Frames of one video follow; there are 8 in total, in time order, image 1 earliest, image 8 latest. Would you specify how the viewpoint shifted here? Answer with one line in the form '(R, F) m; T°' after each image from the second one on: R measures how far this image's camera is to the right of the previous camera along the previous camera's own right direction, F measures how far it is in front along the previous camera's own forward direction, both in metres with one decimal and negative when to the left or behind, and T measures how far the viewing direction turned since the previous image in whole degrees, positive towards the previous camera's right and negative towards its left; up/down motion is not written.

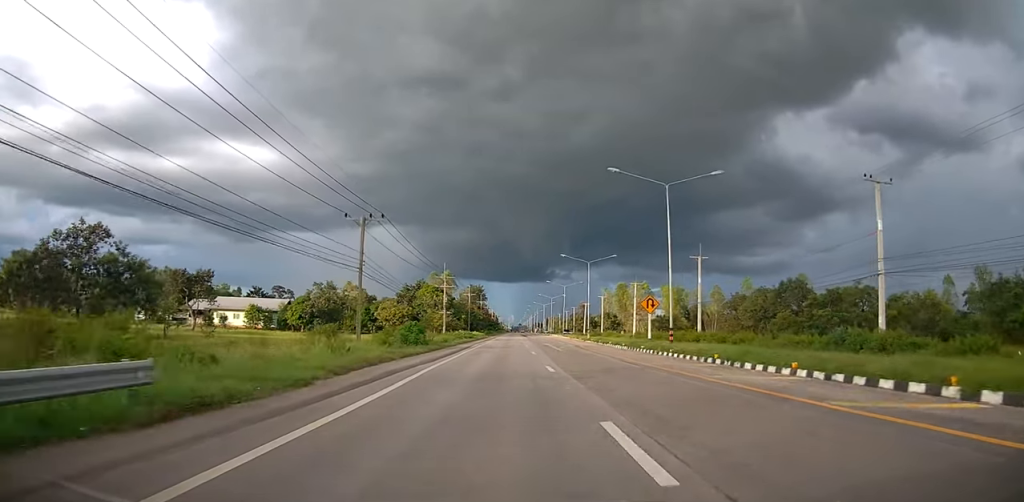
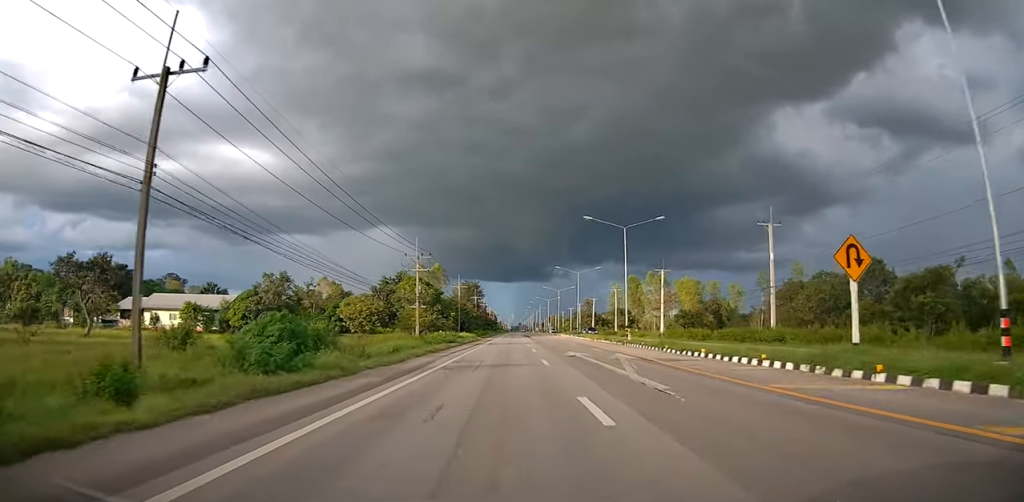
(+0.3, +21.6) m; -1°
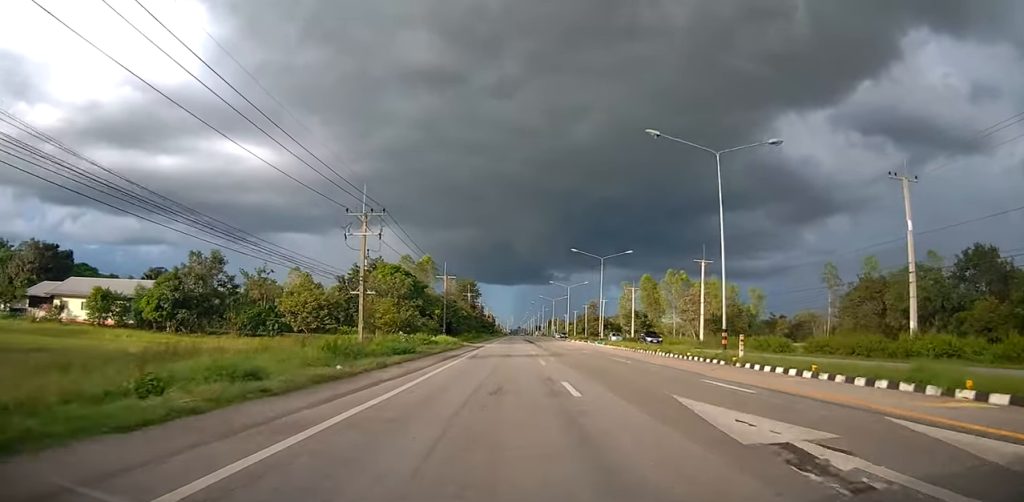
(-0.5, +20.3) m; -1°
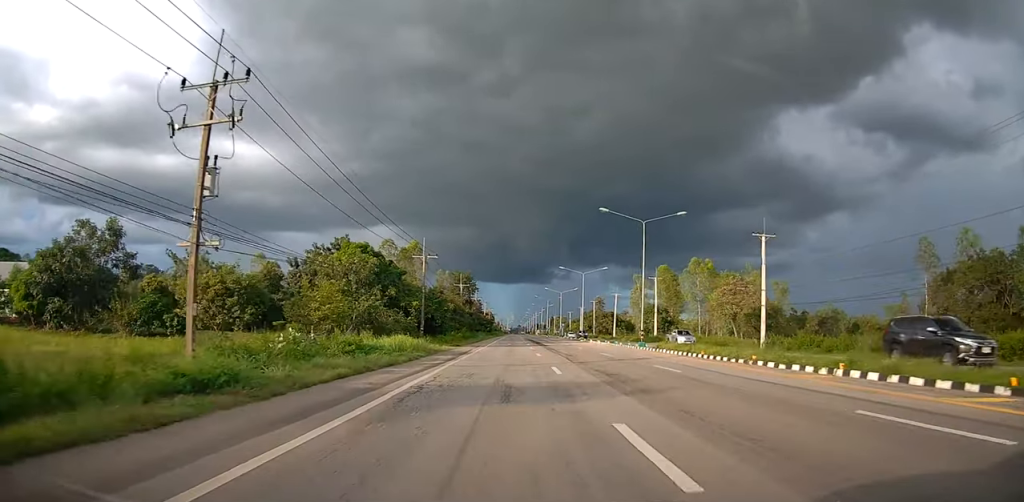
(0.0, +18.7) m; 0°
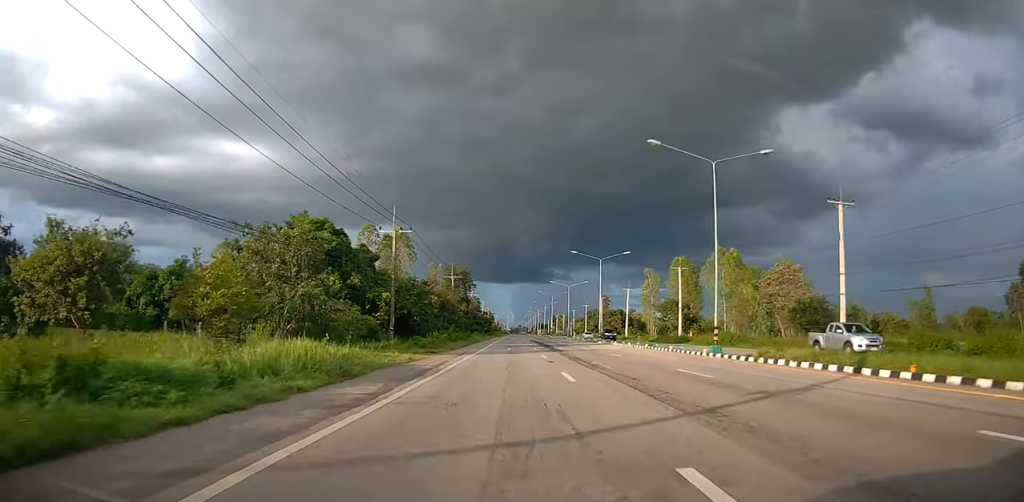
(+0.1, +14.6) m; +2°
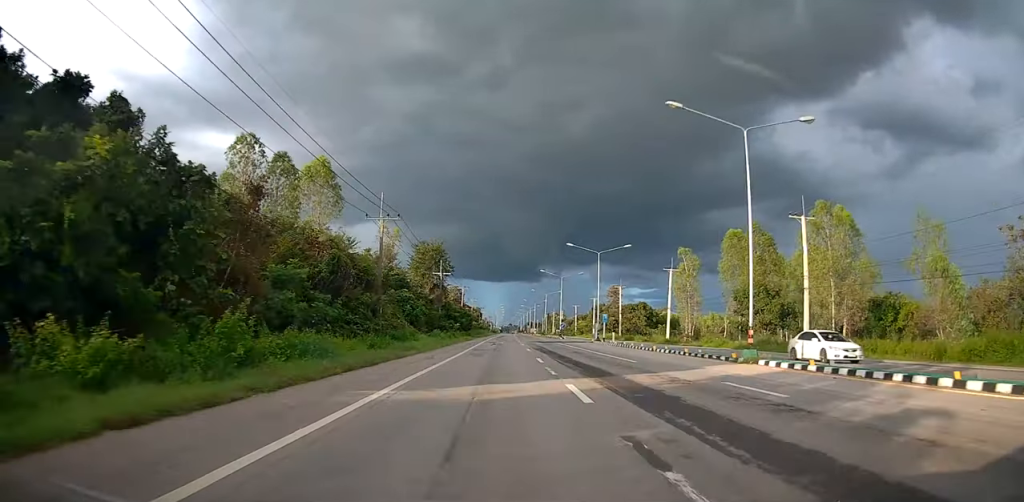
(+0.7, +40.9) m; +1°
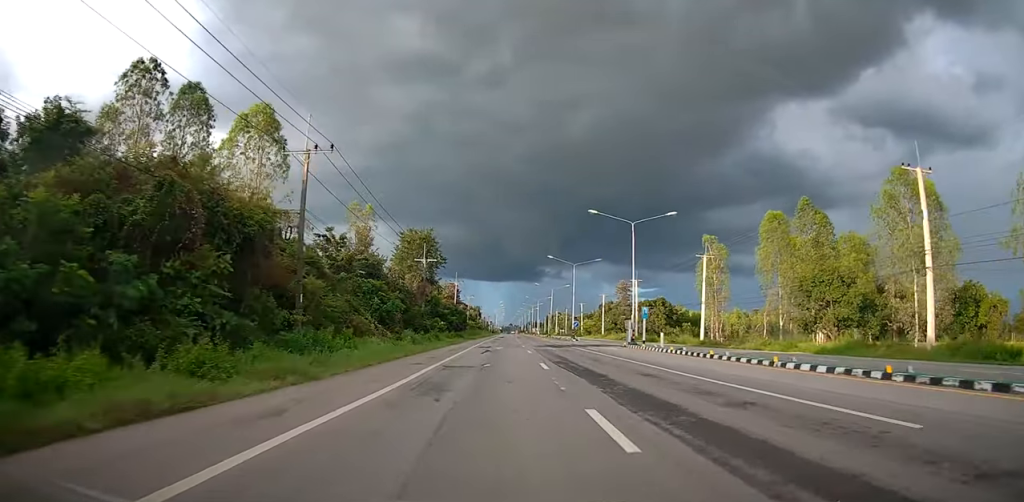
(-0.2, +15.8) m; 0°
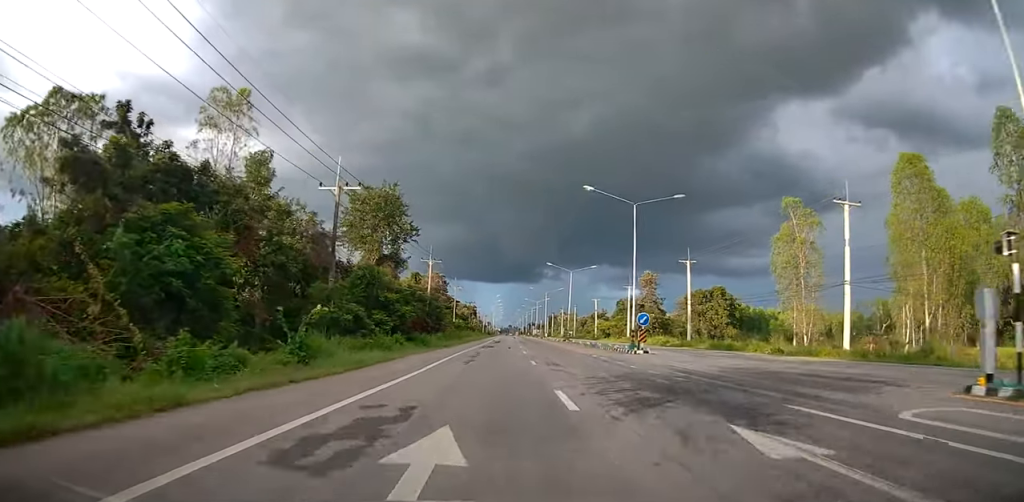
(+0.1, +33.1) m; -1°
